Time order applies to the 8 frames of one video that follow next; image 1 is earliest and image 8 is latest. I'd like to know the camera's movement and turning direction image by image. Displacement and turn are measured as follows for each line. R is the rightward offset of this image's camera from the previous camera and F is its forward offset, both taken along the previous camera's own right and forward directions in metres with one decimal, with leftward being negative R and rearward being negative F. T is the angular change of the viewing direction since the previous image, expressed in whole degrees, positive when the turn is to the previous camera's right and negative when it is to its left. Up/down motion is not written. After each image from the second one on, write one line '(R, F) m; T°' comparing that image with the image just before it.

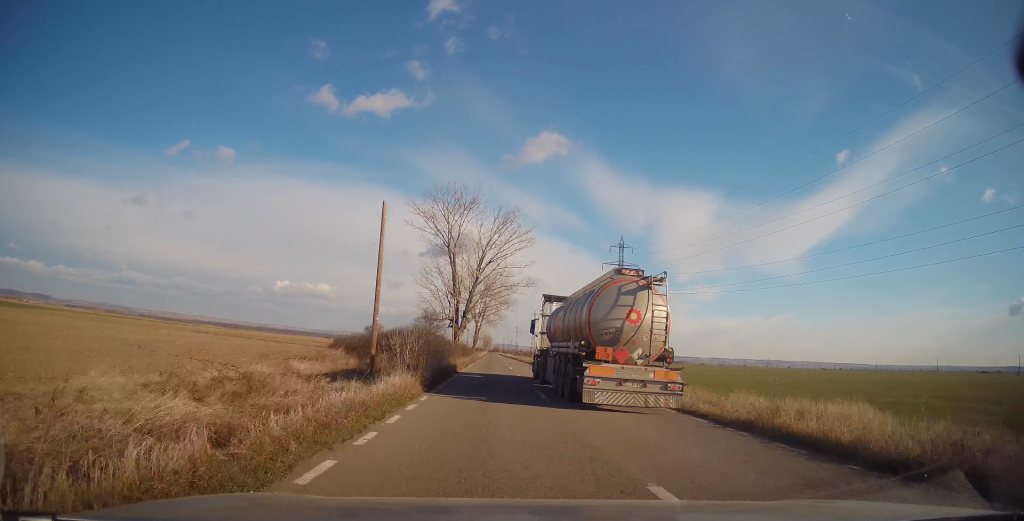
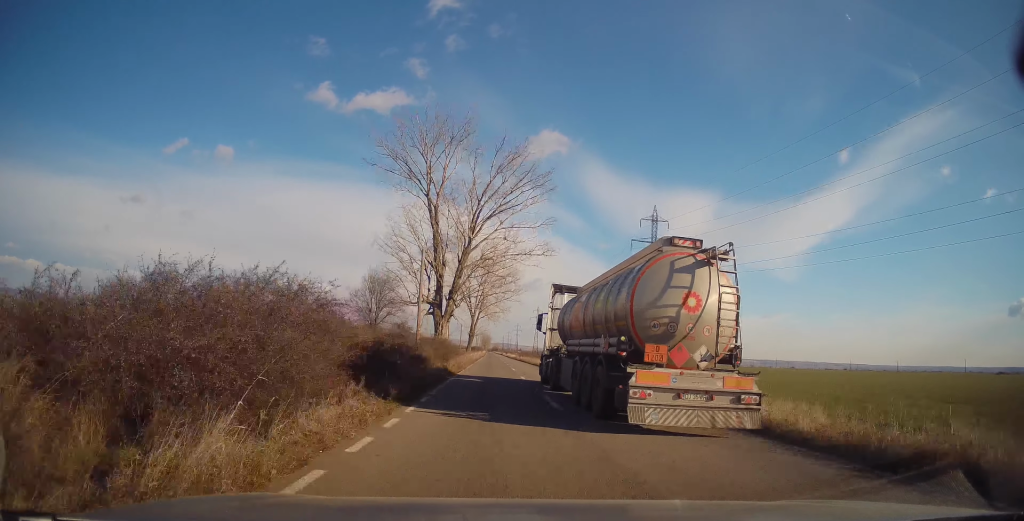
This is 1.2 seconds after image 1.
(-0.3, +26.4) m; +1°
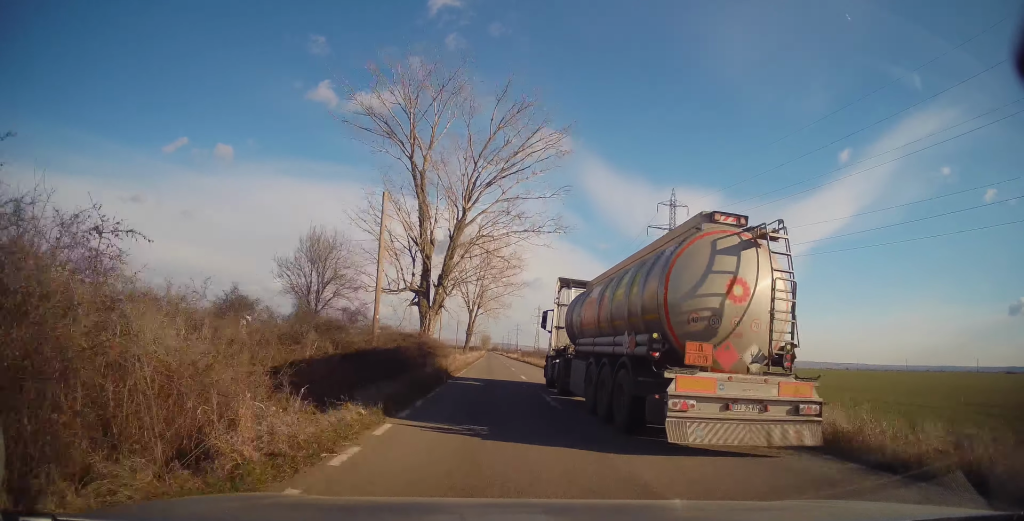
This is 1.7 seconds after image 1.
(+0.2, +11.0) m; +1°
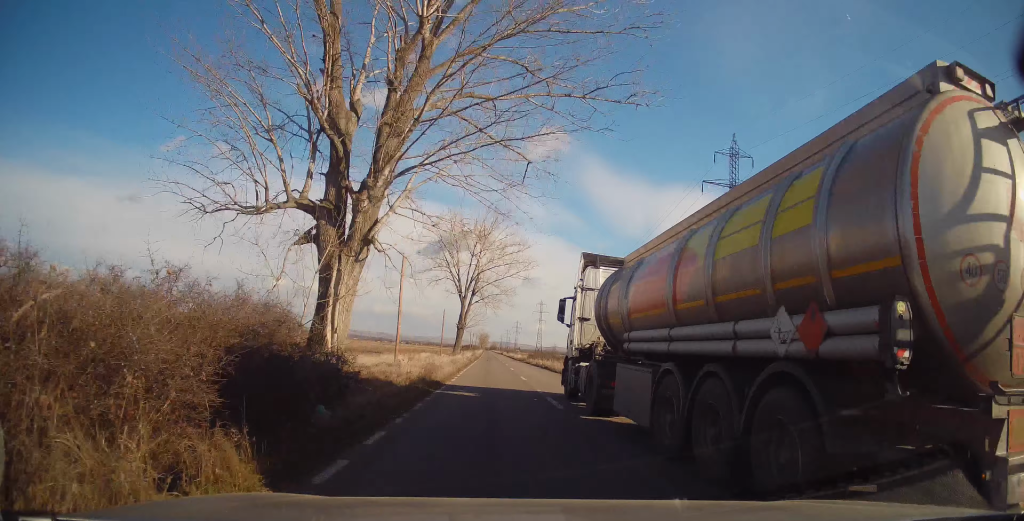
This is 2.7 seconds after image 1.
(+0.2, +24.4) m; 0°
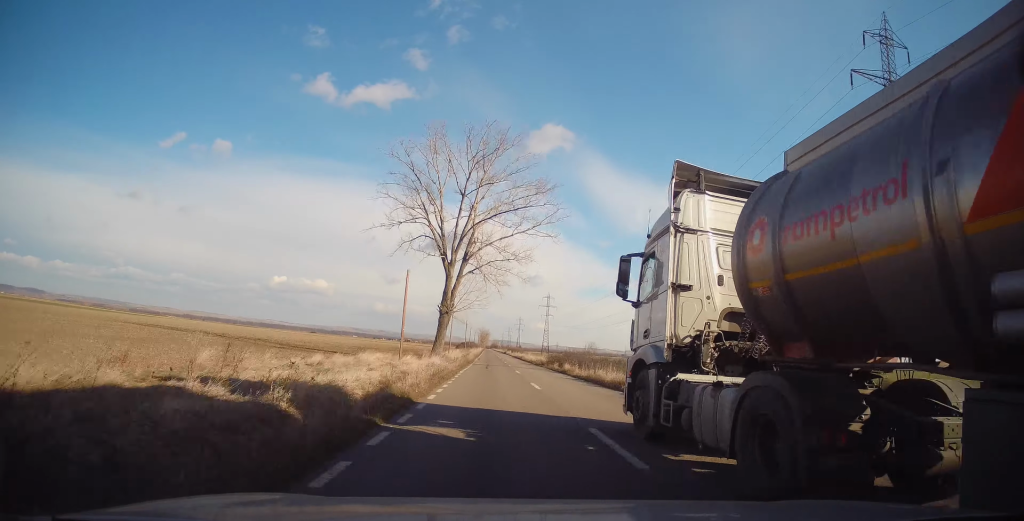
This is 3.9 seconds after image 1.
(-0.5, +30.0) m; 0°
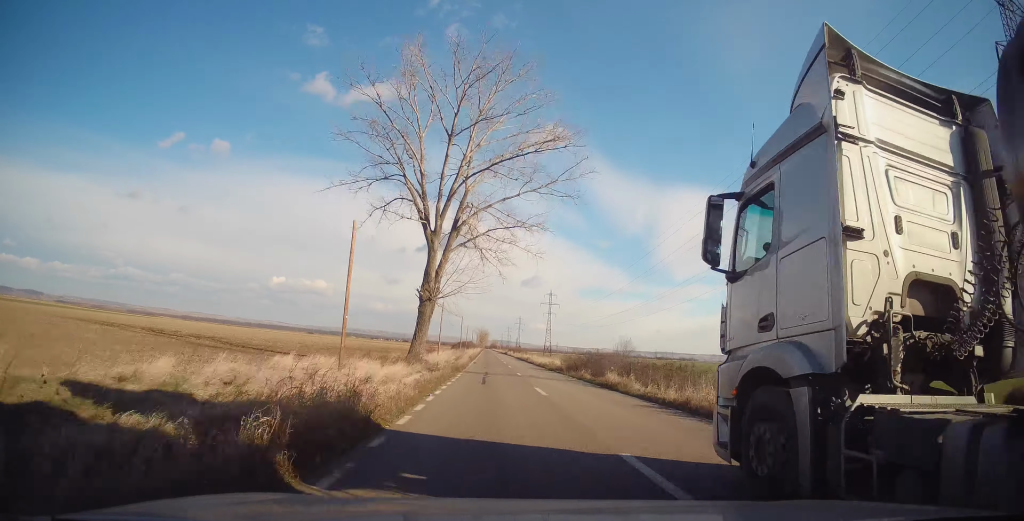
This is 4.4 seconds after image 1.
(+0.1, +13.6) m; 0°
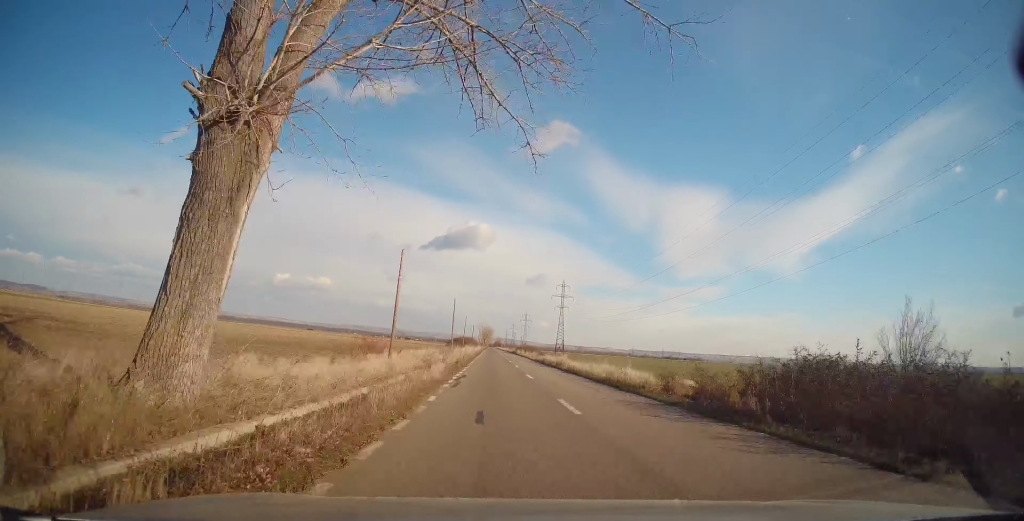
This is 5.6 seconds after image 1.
(+0.1, +29.4) m; 0°
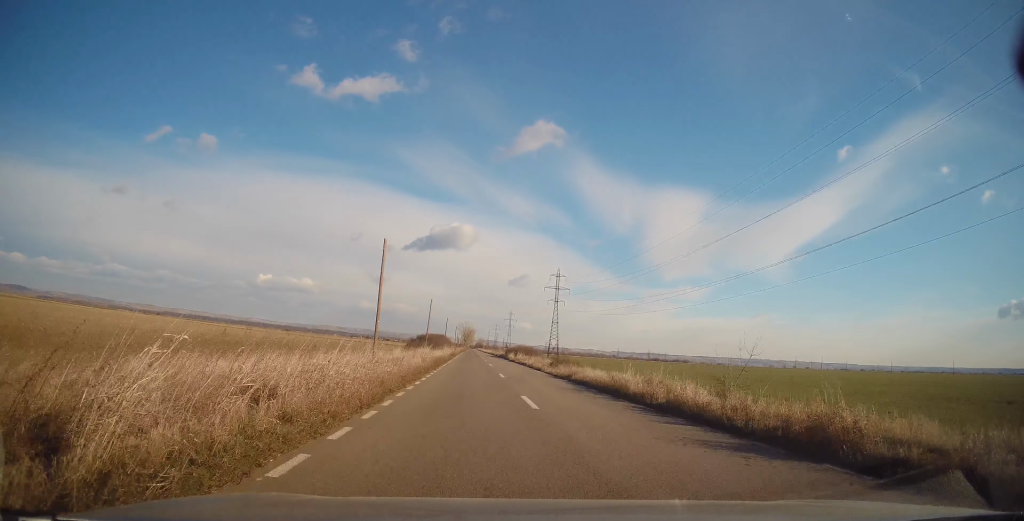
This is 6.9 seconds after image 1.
(+0.1, +34.8) m; +1°
